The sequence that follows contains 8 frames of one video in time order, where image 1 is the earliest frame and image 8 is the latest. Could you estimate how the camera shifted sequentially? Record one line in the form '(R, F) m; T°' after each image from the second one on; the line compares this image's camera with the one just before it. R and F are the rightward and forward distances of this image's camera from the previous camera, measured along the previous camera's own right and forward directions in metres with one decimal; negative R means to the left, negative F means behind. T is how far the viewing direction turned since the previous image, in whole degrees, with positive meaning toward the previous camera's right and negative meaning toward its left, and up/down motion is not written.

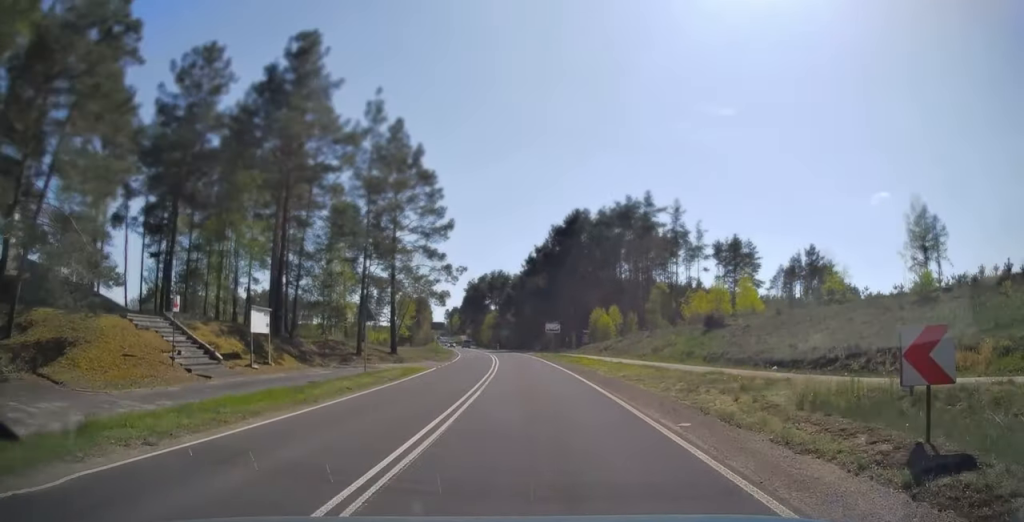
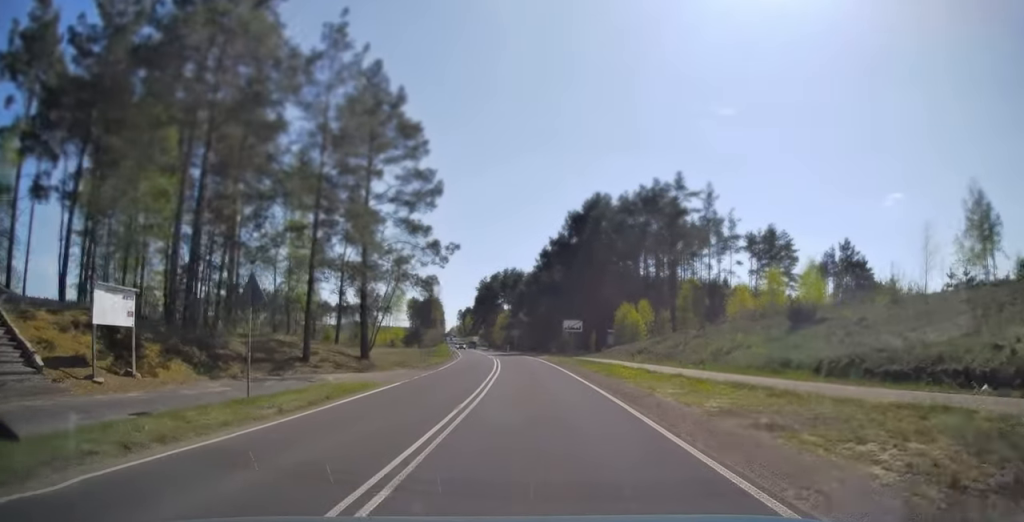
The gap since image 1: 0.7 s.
(-0.1, +10.7) m; -1°
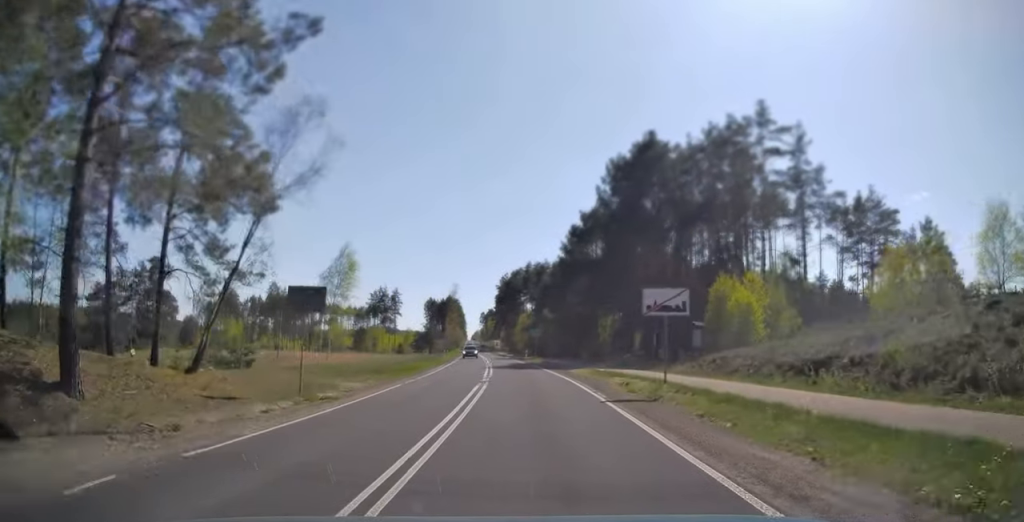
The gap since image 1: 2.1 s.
(-0.8, +24.5) m; -3°
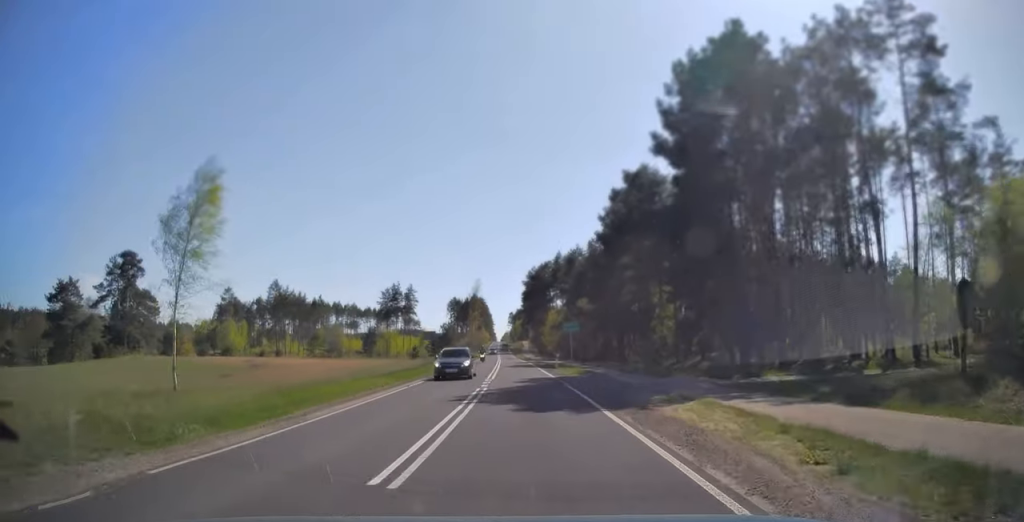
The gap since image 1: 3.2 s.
(-0.4, +20.7) m; -2°
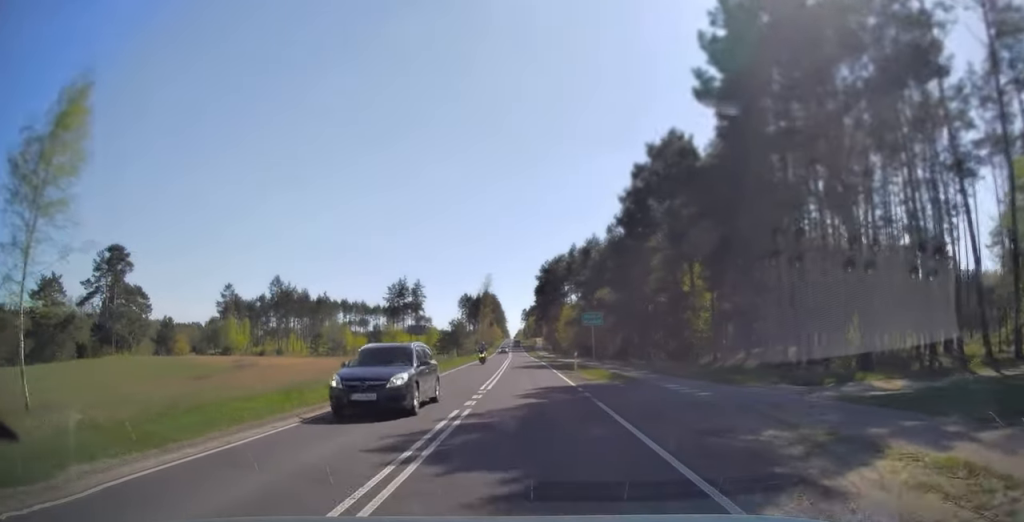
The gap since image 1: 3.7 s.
(-0.1, +8.3) m; -1°
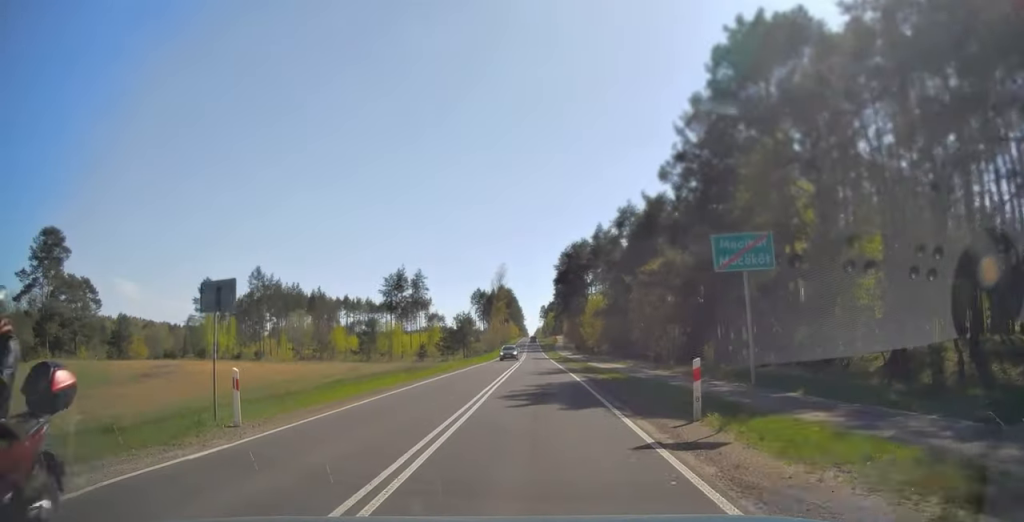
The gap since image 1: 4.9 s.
(-0.5, +23.5) m; -2°
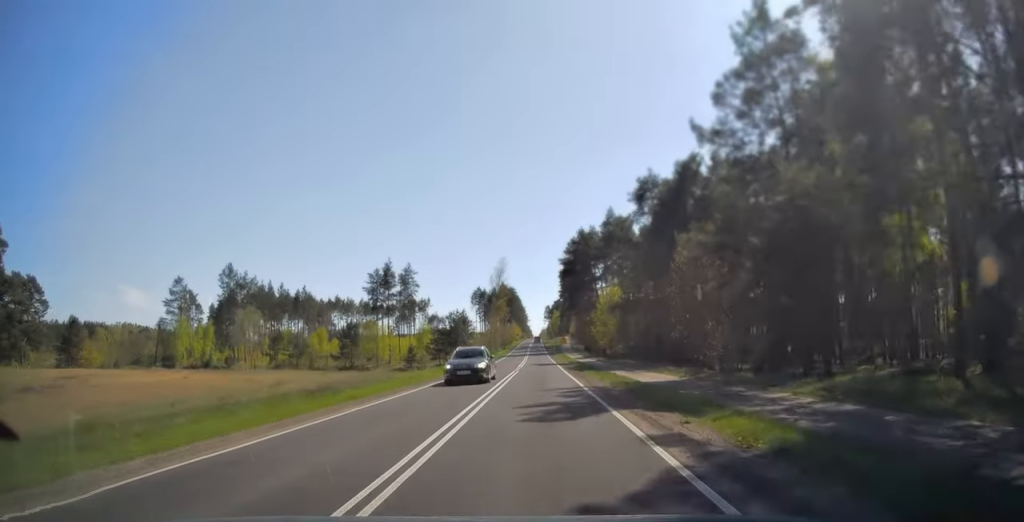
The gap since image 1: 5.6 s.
(-0.1, +16.0) m; 0°
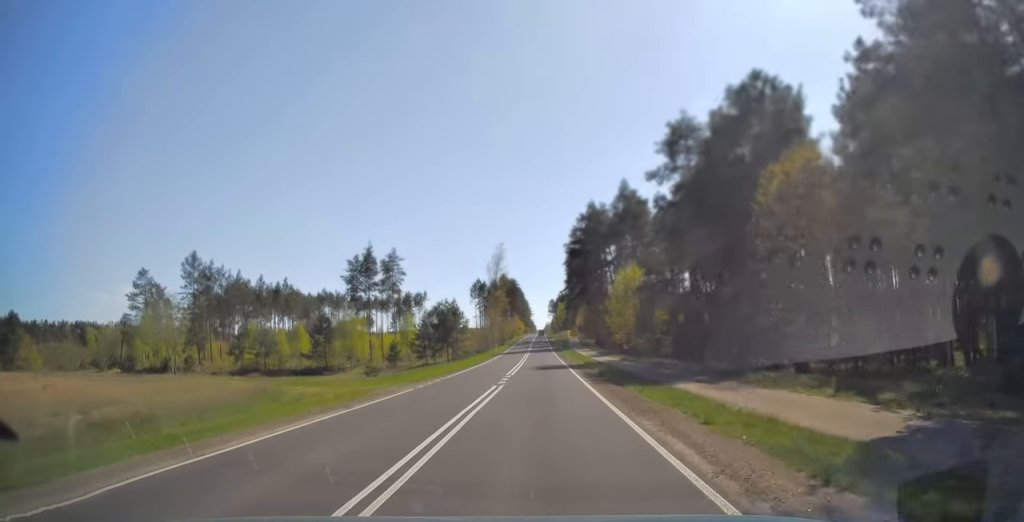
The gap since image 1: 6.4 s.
(0.0, +16.6) m; 0°
